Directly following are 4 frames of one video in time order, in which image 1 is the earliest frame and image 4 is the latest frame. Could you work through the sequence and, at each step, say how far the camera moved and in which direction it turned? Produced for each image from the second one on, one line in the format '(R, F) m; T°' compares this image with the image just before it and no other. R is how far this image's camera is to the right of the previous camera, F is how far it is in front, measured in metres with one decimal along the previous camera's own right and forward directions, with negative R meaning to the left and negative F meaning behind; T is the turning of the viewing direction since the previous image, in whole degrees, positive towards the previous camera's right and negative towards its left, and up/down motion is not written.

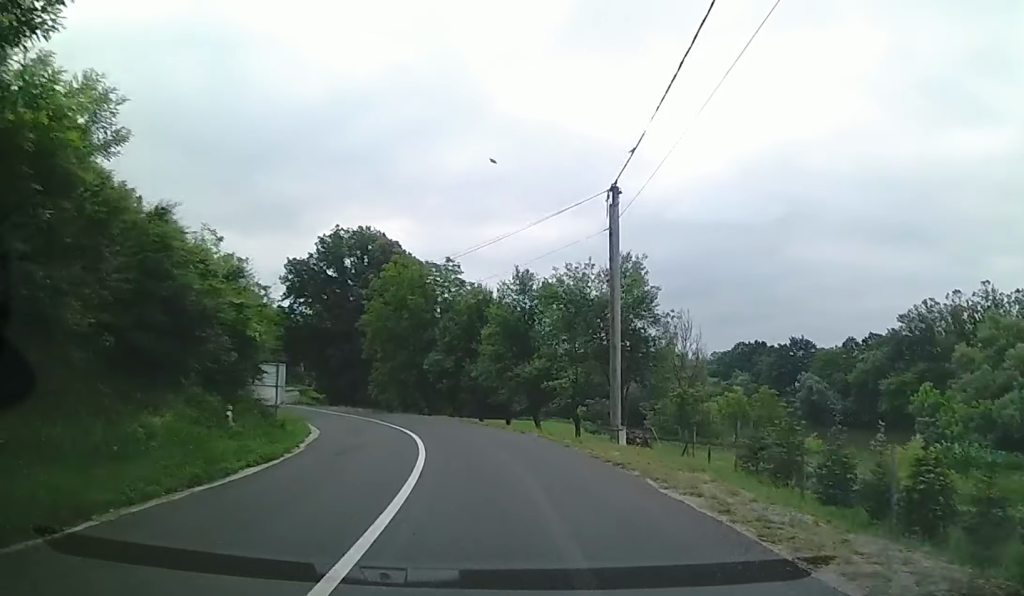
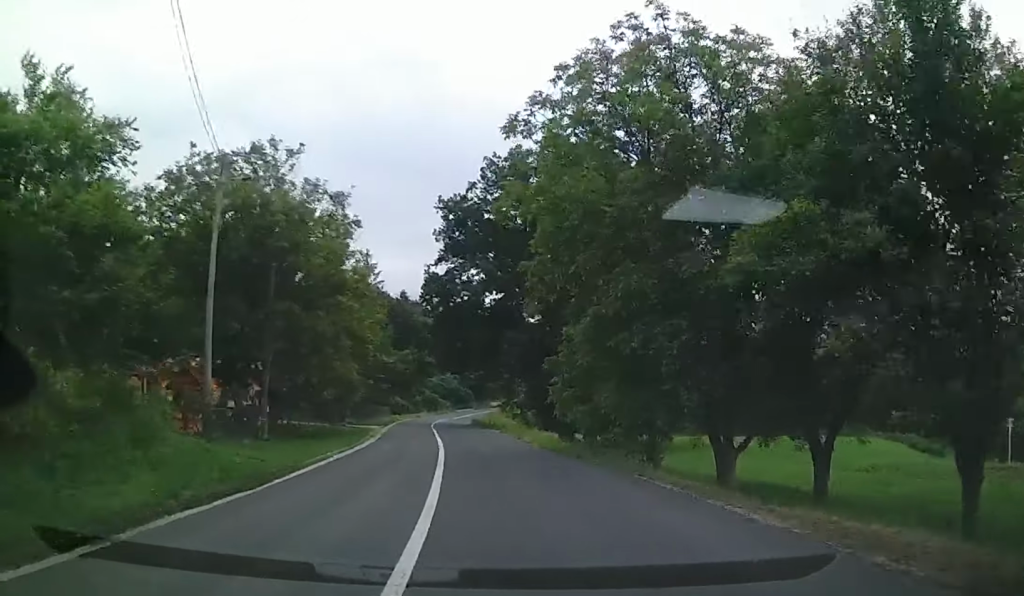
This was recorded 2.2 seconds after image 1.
(-5.4, +33.0) m; -20°
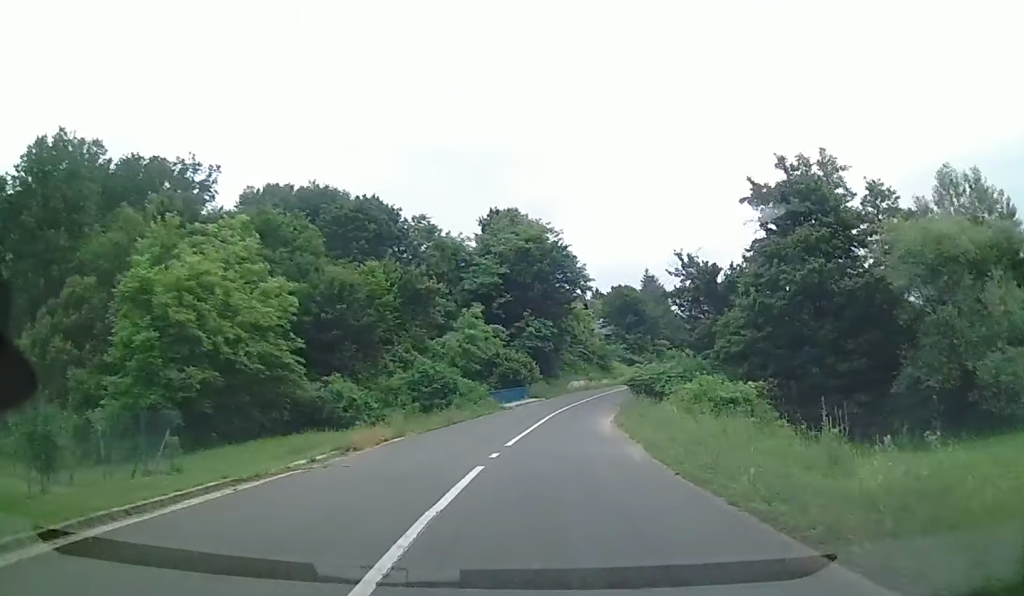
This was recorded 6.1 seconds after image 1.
(-3.8, +59.7) m; +2°
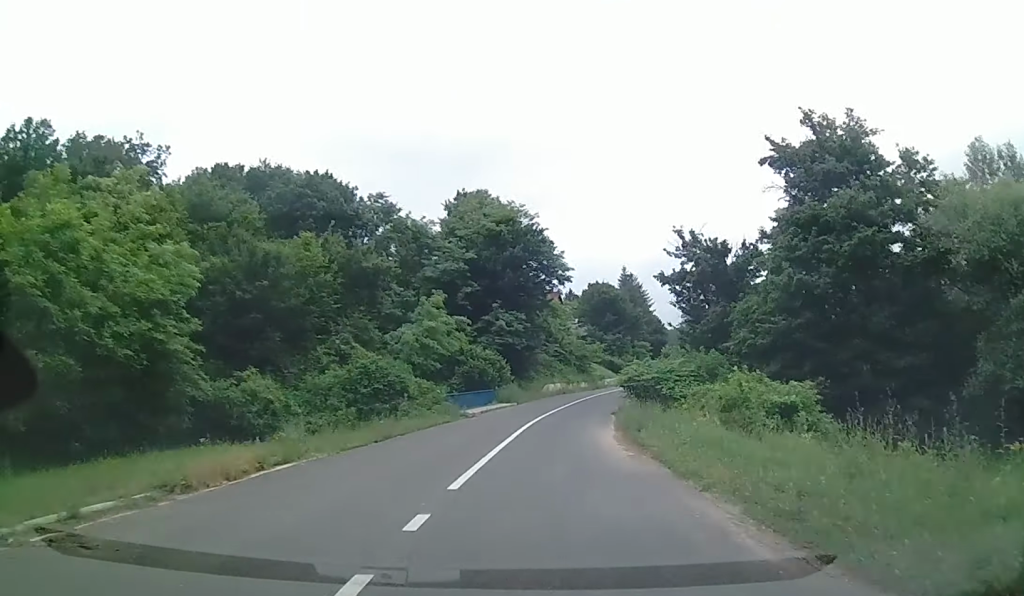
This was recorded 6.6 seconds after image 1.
(+0.1, +8.1) m; +2°
